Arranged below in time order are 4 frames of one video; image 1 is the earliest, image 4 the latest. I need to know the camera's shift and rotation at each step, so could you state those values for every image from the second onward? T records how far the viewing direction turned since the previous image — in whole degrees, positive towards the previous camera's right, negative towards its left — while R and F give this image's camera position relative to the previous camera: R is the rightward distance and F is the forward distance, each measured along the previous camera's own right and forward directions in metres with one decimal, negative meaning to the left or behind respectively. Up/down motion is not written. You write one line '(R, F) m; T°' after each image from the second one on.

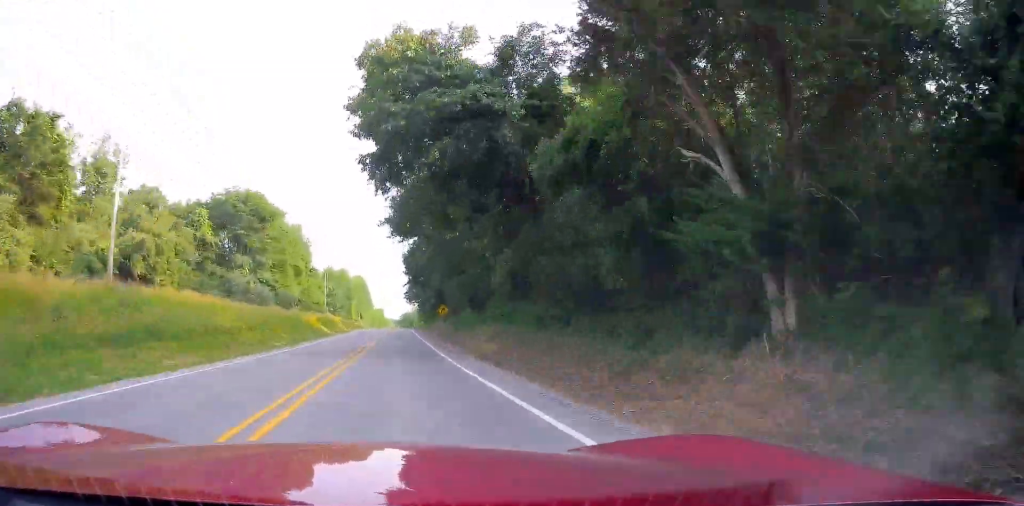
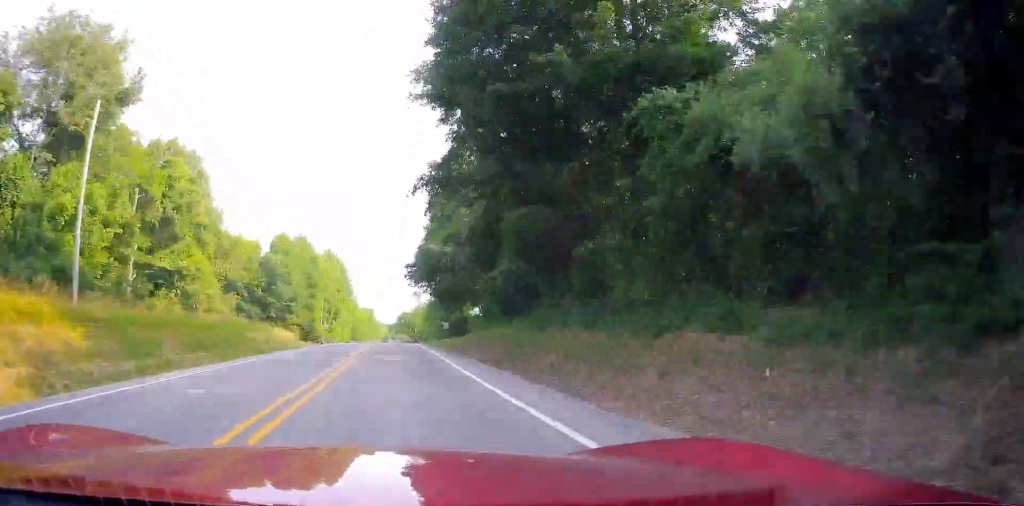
(+0.8, +80.6) m; 0°
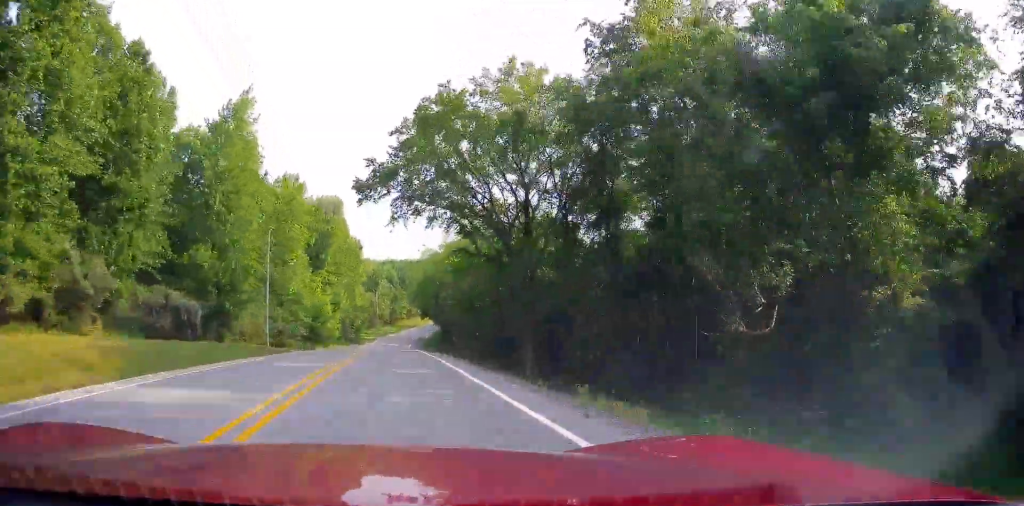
(-2.1, +160.6) m; -1°
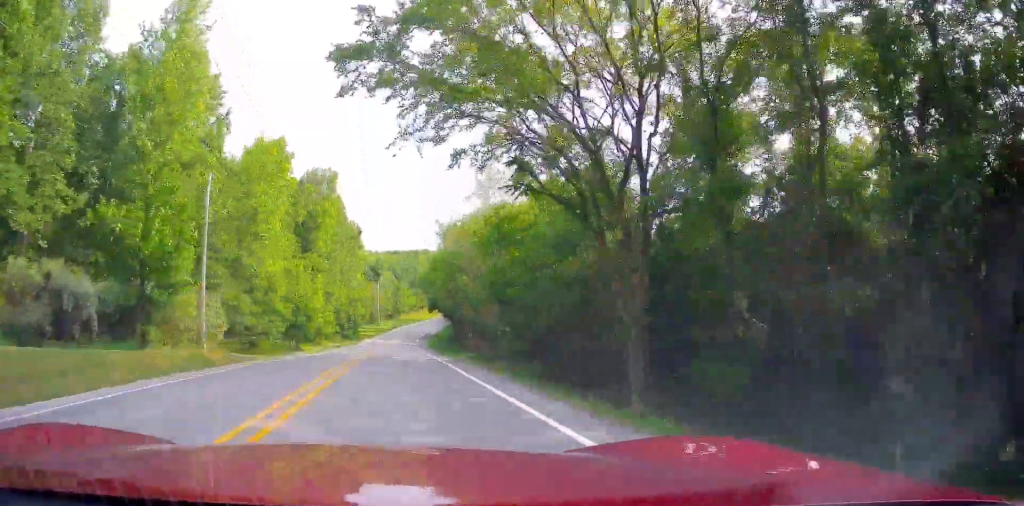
(0.0, +17.7) m; 0°
